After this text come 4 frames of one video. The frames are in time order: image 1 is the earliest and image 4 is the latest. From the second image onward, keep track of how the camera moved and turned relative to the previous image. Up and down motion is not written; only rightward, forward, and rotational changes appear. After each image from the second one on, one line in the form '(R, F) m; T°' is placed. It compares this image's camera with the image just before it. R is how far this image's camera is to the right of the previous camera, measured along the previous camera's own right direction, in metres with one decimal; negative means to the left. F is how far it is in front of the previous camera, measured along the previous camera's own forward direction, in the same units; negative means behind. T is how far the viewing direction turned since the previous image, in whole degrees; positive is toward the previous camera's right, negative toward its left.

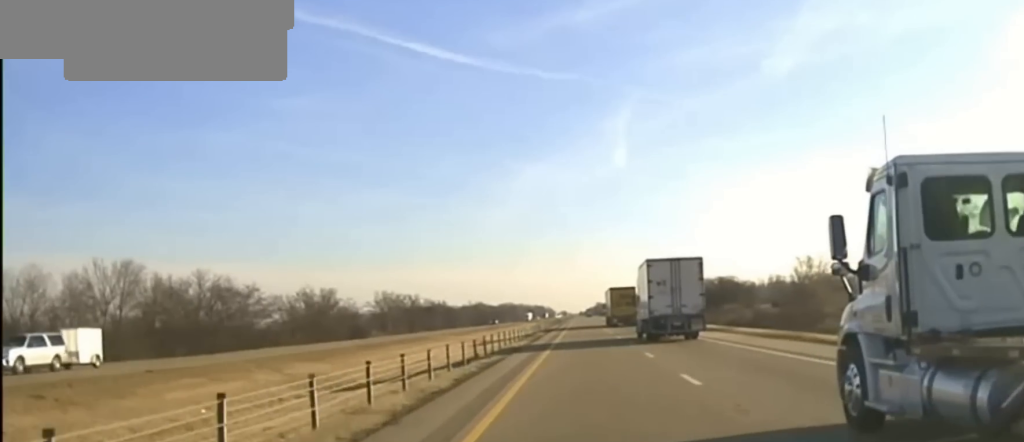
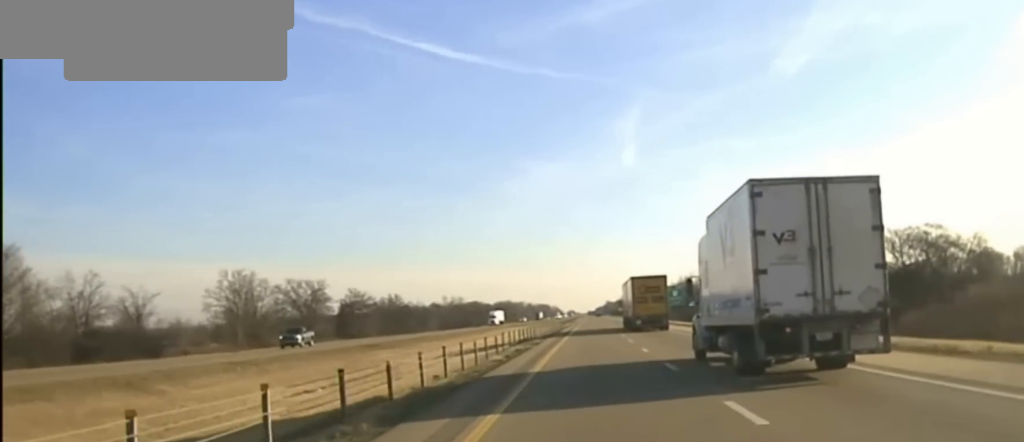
(-0.2, +125.8) m; -1°
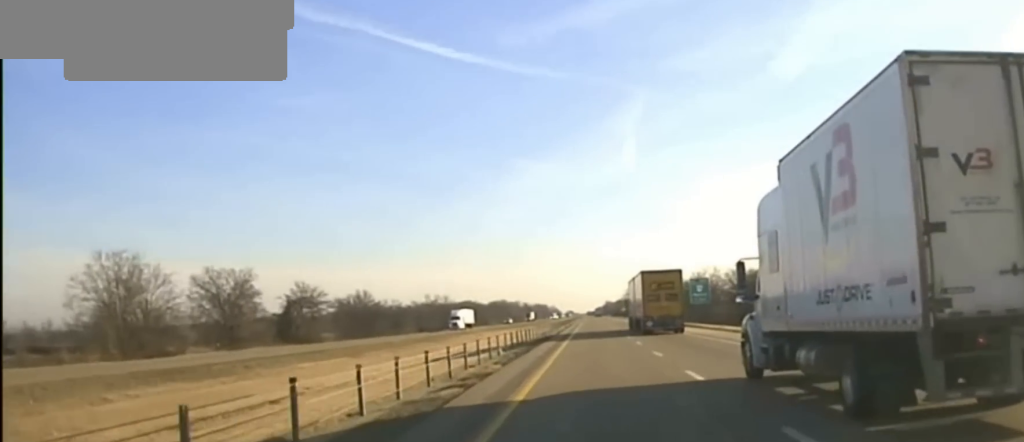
(-0.1, +39.2) m; 0°
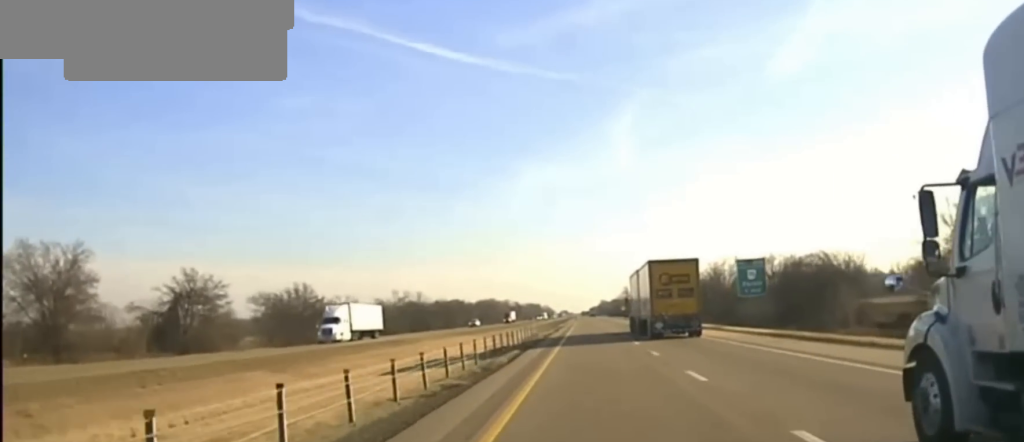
(+0.1, +48.4) m; +1°
